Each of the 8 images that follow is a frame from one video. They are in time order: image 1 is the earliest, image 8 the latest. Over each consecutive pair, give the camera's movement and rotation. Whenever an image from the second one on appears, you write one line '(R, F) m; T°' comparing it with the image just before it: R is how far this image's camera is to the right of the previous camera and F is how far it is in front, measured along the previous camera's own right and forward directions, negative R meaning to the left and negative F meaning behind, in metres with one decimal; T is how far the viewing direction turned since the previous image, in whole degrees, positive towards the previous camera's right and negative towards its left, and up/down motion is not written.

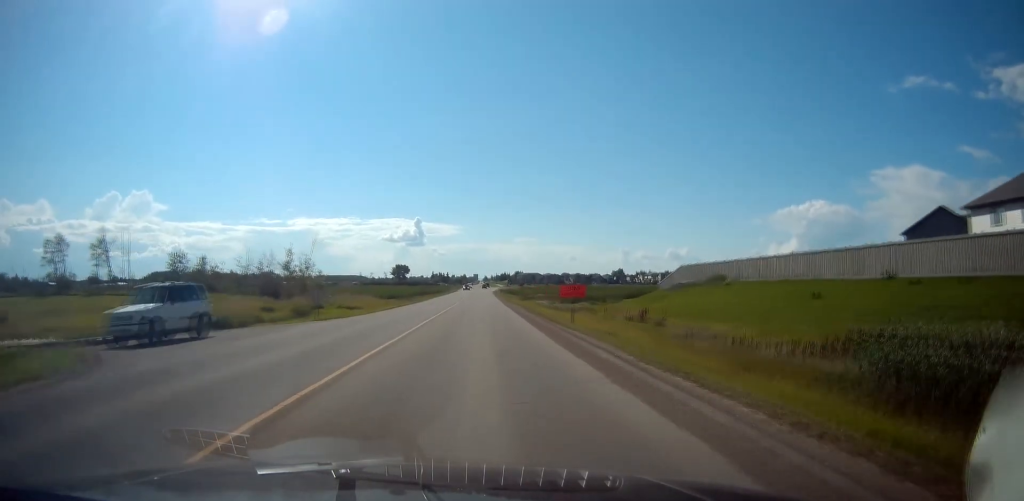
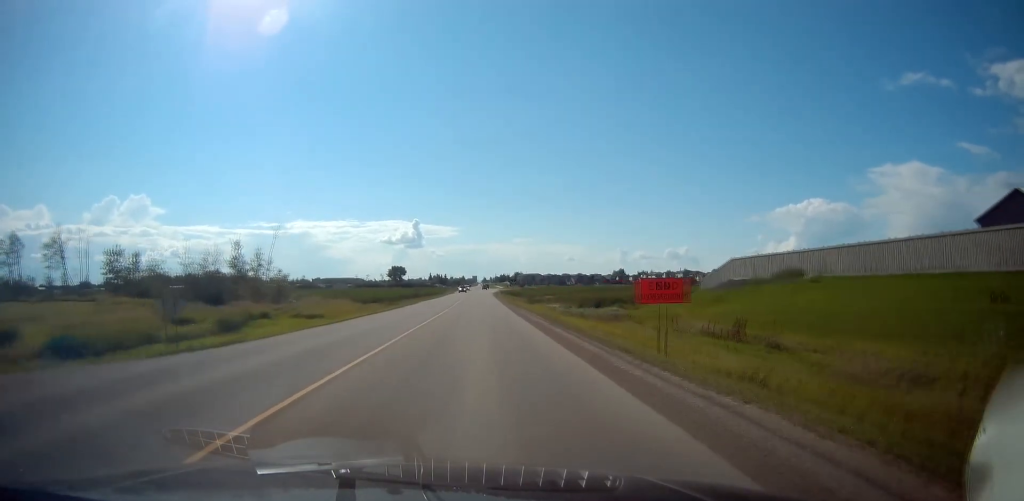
(0.0, +13.6) m; 0°
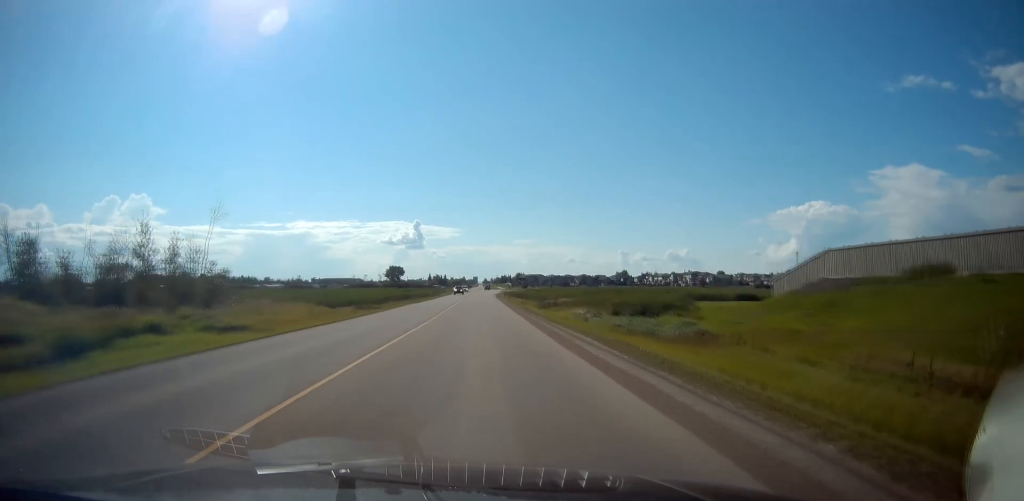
(0.0, +14.8) m; 0°
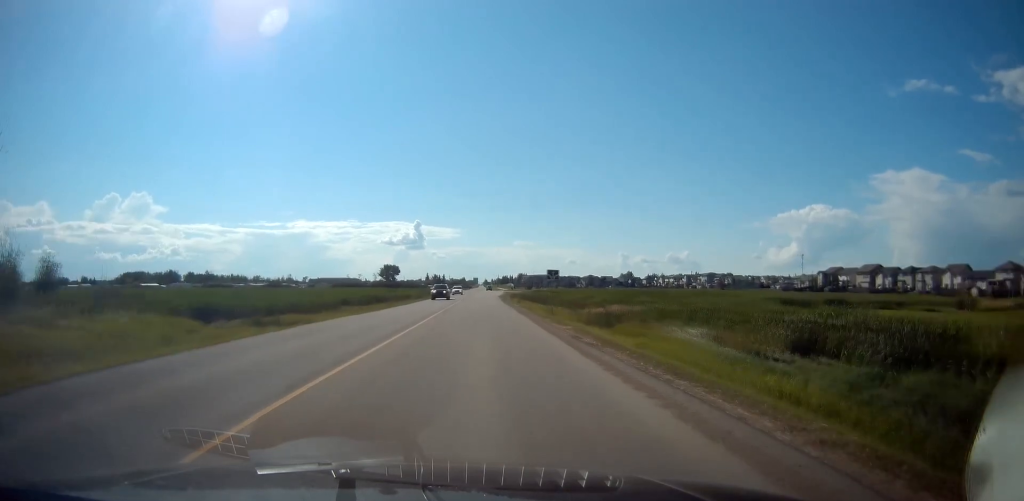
(0.0, +25.9) m; 0°
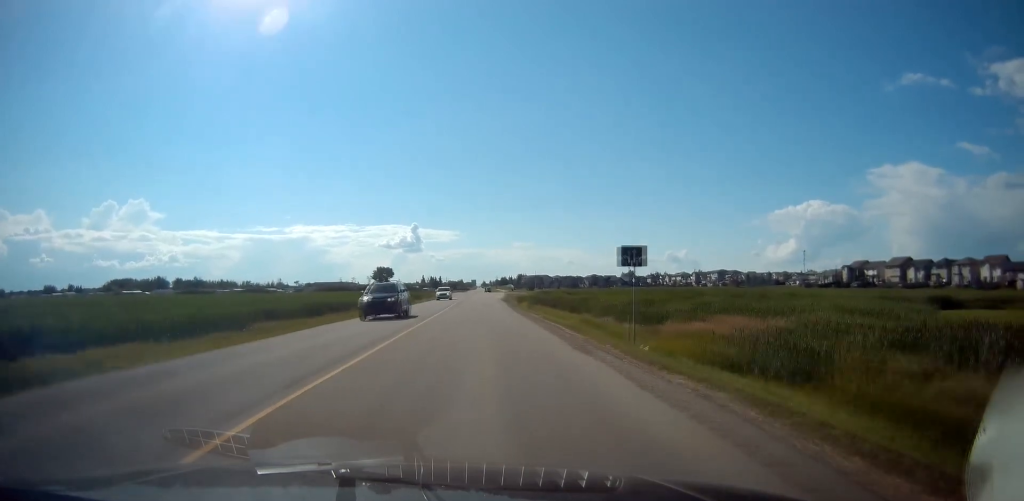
(0.0, +19.1) m; 0°
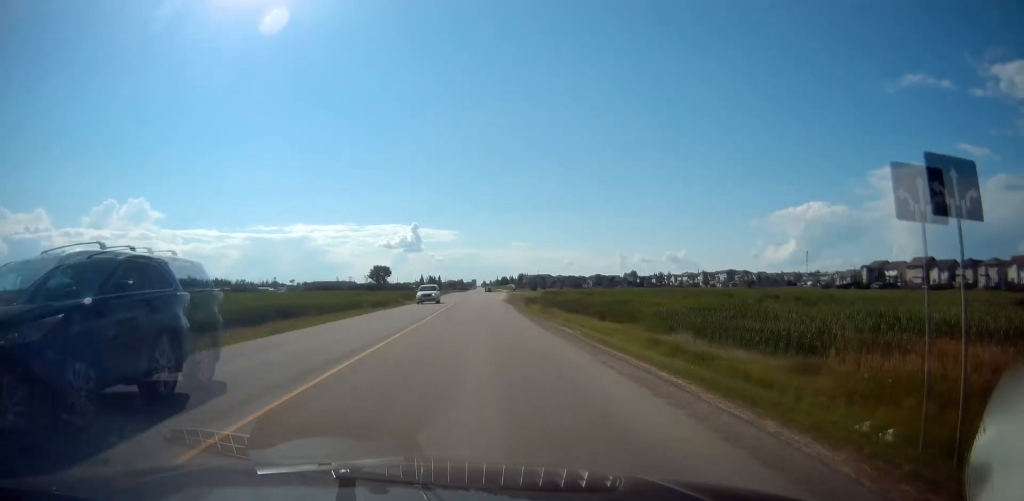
(0.0, +12.1) m; 0°
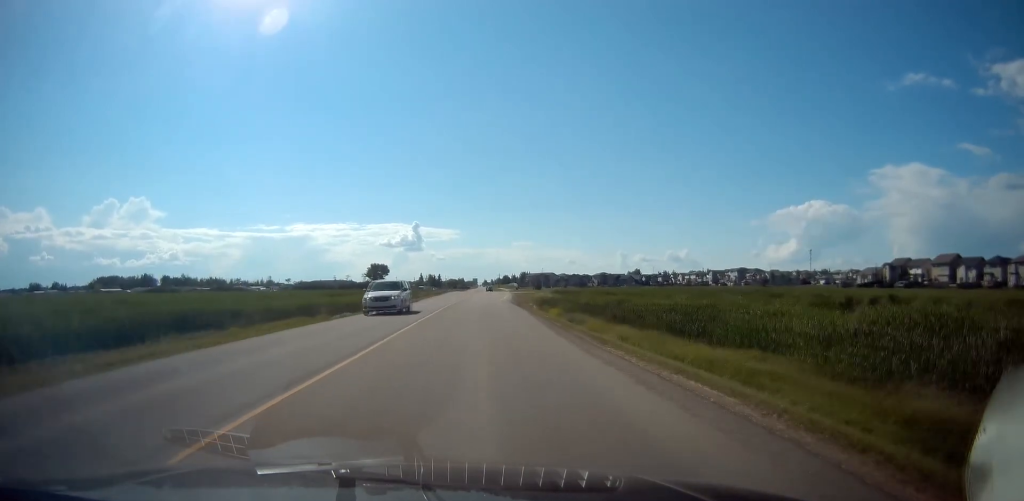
(0.0, +12.8) m; 0°
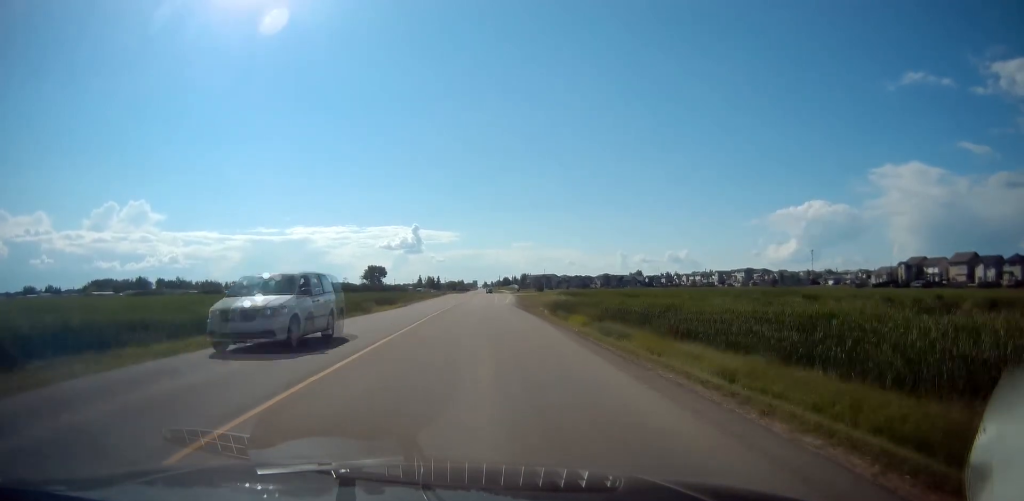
(0.0, +8.7) m; 0°
